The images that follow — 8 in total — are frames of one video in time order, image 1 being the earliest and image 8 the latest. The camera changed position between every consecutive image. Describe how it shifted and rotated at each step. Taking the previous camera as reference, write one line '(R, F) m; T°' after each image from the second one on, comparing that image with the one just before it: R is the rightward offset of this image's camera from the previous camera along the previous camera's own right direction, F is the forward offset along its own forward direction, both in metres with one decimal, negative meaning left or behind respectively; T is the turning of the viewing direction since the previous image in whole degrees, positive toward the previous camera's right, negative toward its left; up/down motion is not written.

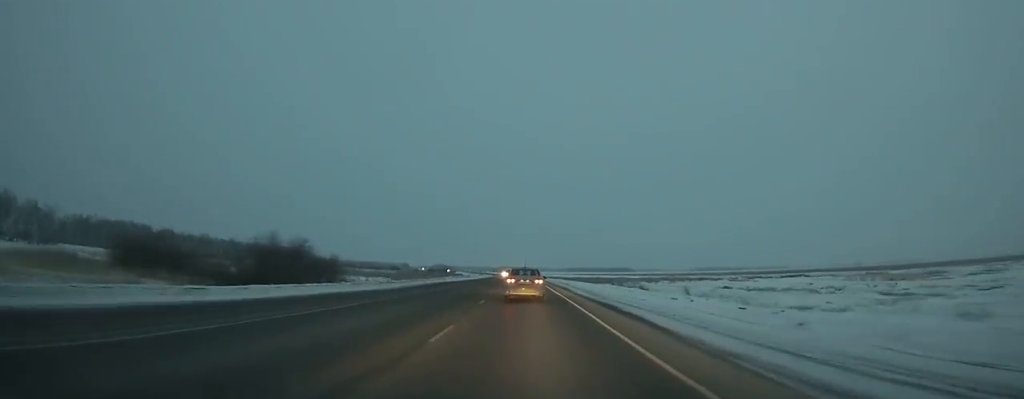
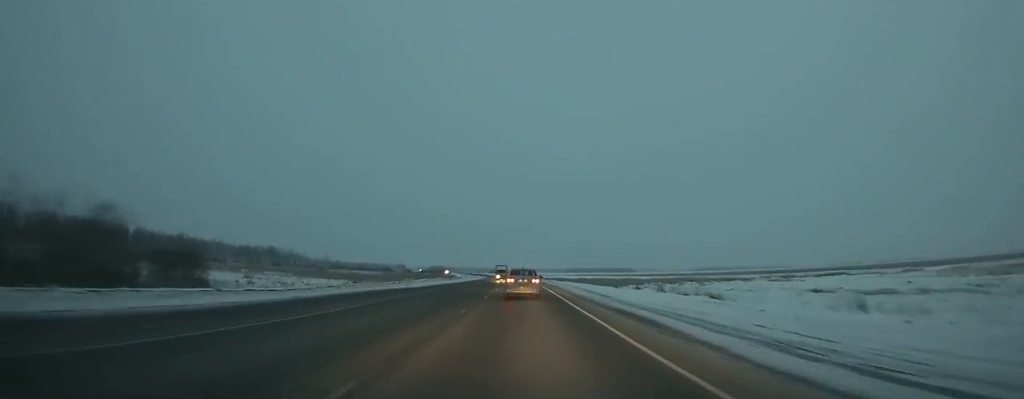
(-0.1, +30.9) m; 0°
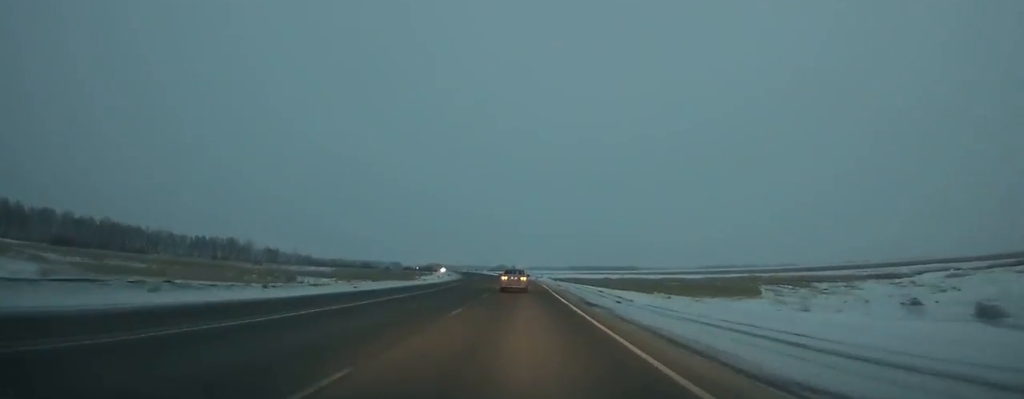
(-0.4, +86.4) m; -2°
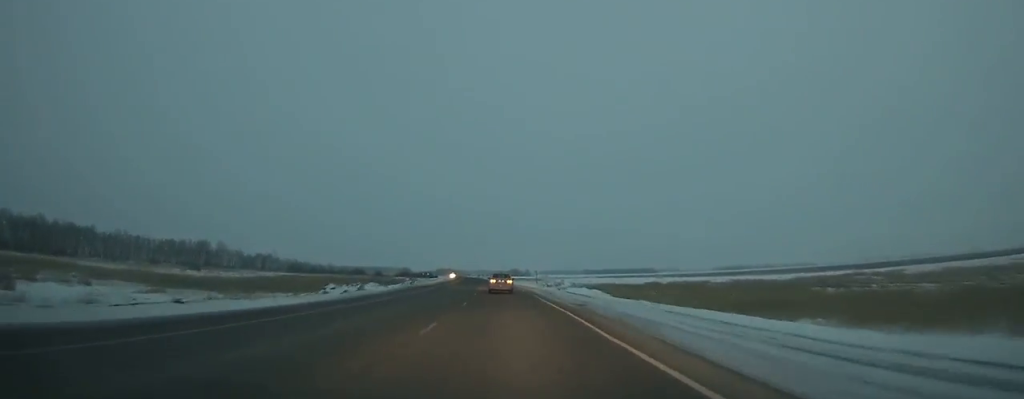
(-1.2, +65.5) m; -3°
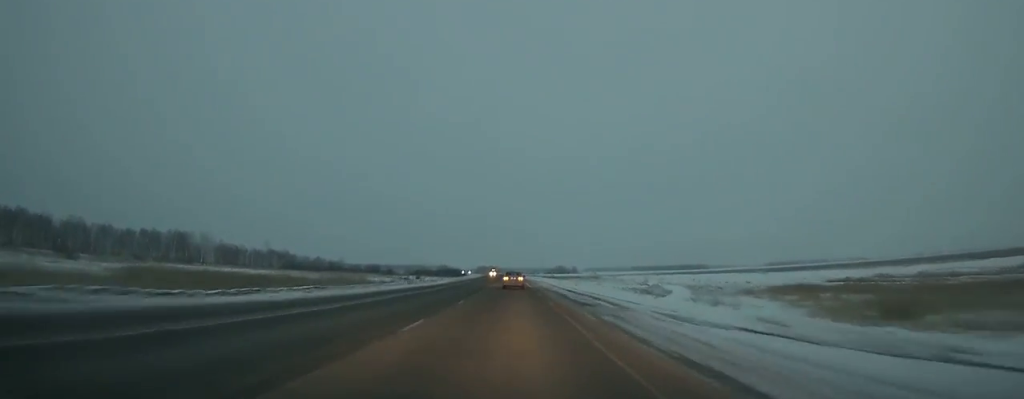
(-2.7, +85.6) m; -3°
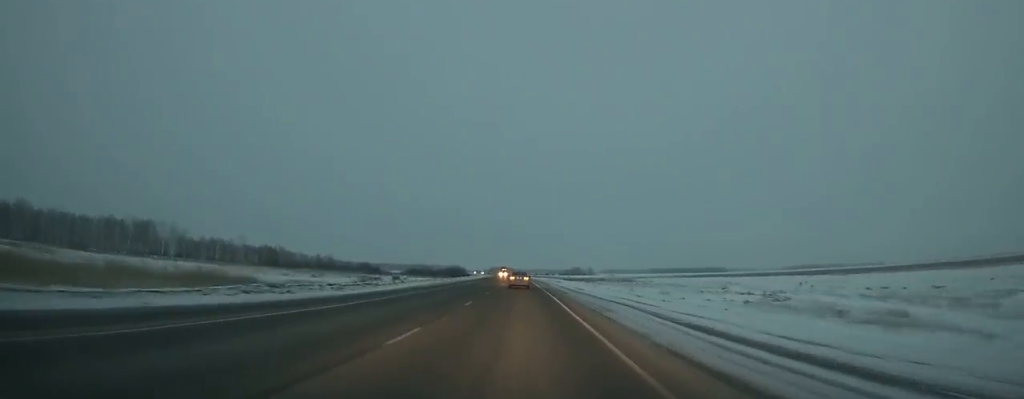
(-0.3, +51.0) m; 0°
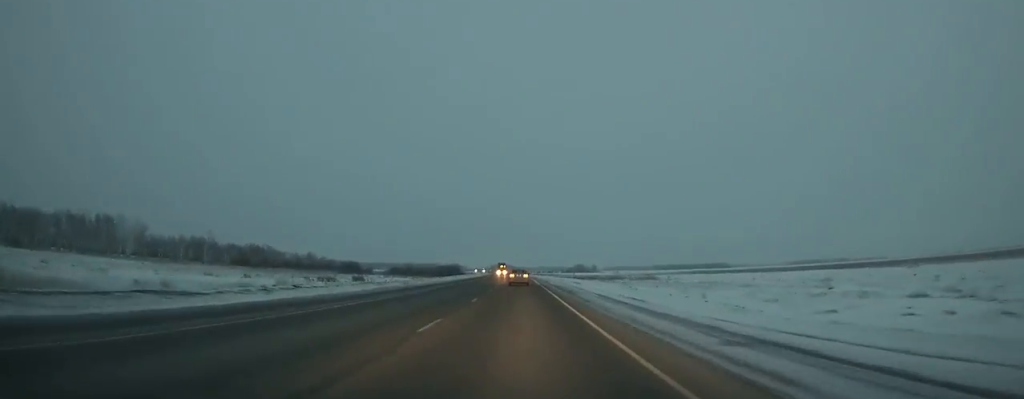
(0.0, +34.2) m; 0°
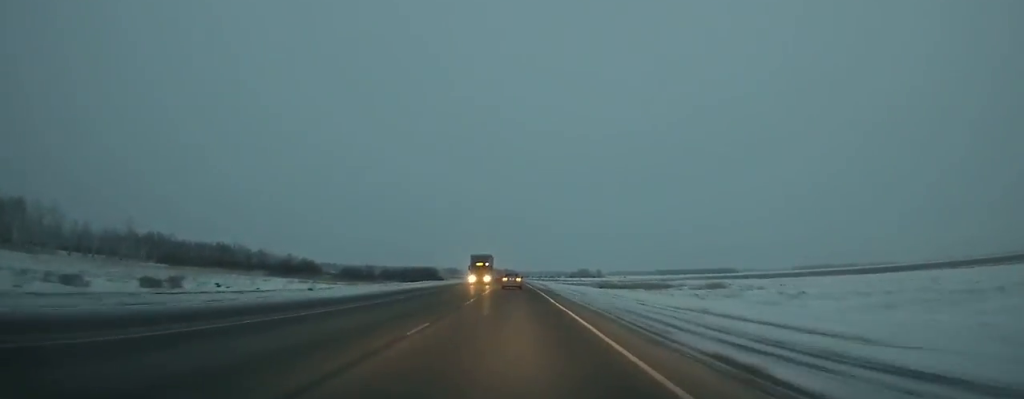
(-0.2, +60.3) m; -1°
